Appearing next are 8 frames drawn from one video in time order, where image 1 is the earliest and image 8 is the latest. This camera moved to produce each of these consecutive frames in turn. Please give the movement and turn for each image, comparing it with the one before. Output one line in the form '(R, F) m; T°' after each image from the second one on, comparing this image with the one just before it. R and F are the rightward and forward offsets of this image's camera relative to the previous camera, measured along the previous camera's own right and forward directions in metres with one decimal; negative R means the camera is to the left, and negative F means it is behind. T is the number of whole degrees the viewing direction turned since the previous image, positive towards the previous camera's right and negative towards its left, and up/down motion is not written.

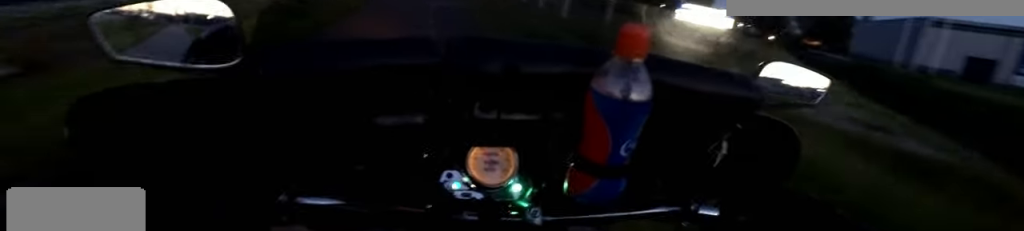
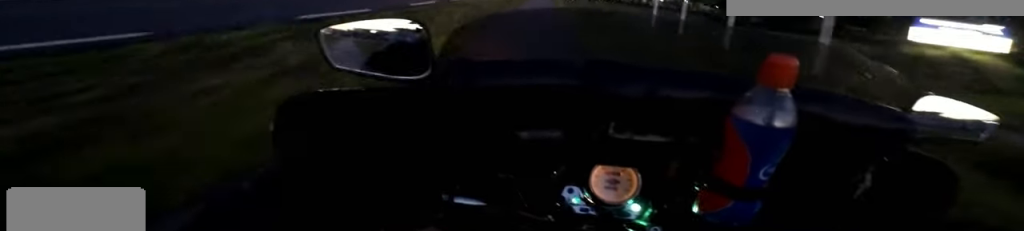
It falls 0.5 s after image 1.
(-0.1, +6.4) m; -1°
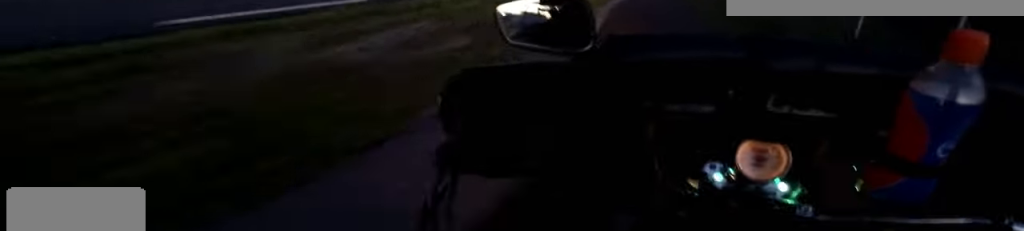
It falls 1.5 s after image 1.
(0.0, +11.2) m; 0°
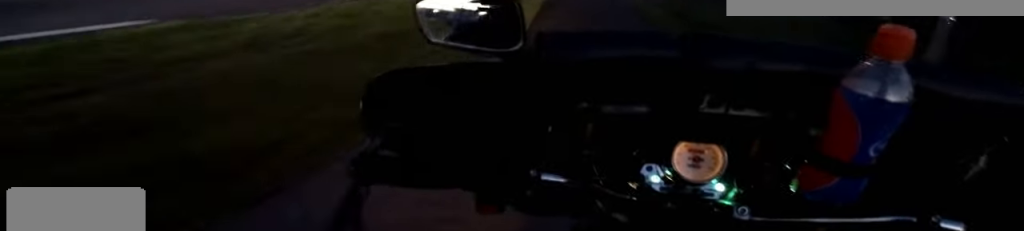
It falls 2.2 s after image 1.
(0.0, +8.5) m; +1°
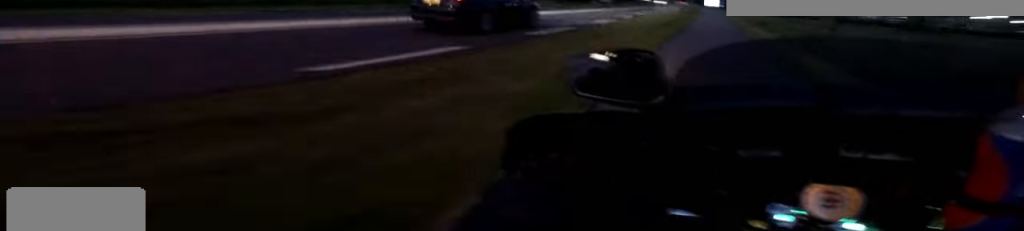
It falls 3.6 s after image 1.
(+0.3, +14.9) m; +2°
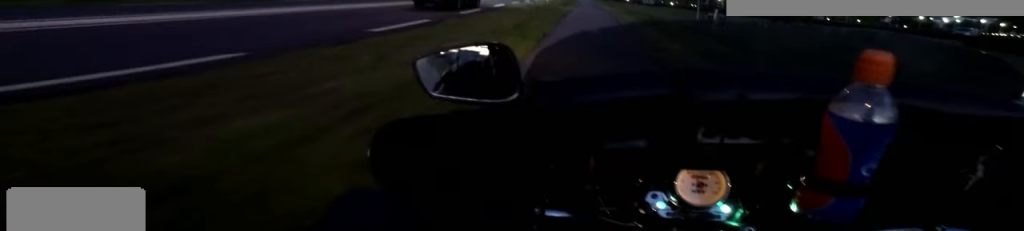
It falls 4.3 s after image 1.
(0.0, +7.9) m; -3°
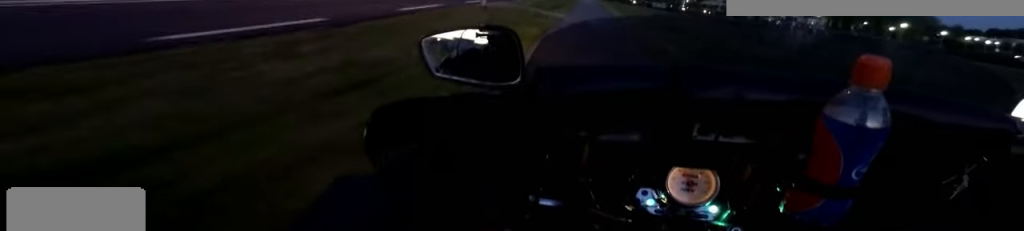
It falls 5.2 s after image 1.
(-0.4, +9.6) m; -2°
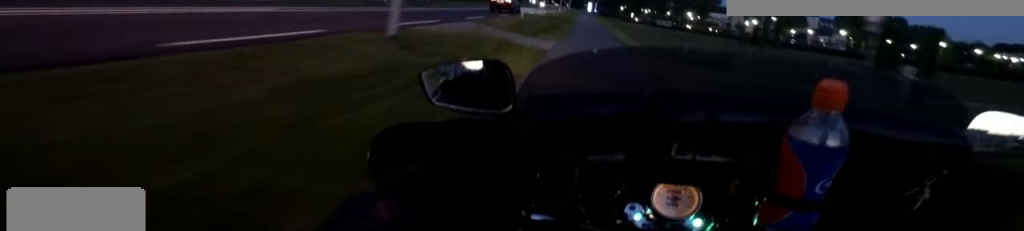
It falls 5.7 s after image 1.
(-0.5, +5.4) m; 0°
